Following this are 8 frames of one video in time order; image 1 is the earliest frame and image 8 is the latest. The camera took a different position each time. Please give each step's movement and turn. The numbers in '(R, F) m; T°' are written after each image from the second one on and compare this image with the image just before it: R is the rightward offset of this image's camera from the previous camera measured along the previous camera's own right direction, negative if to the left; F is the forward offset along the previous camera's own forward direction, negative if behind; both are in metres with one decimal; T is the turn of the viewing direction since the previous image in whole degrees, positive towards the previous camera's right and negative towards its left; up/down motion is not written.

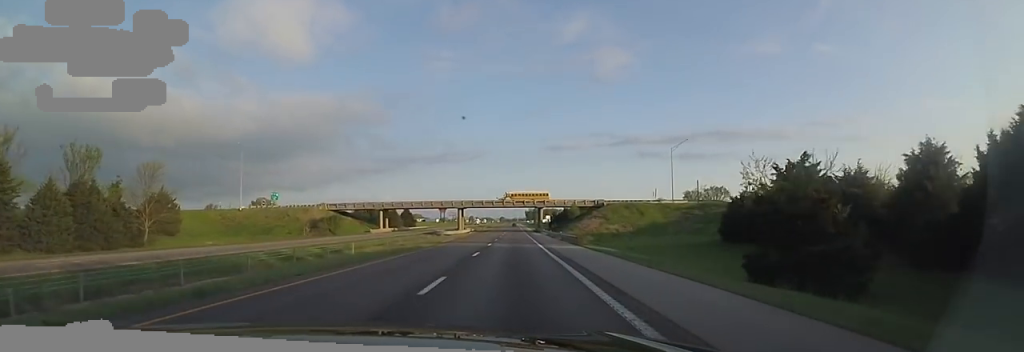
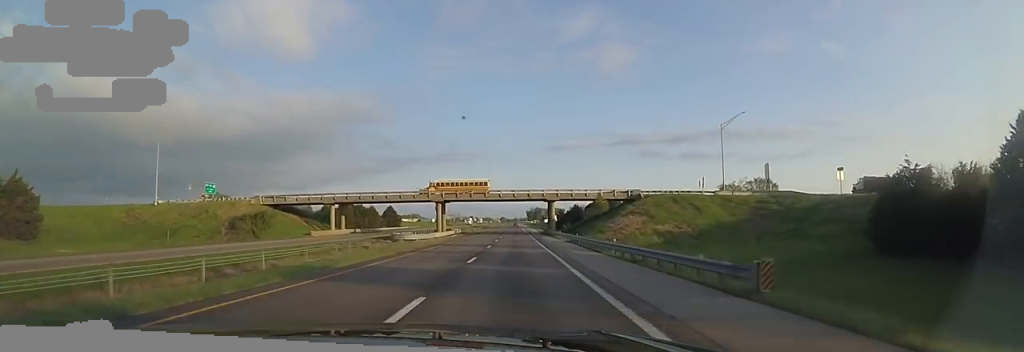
(-0.6, +27.9) m; -1°
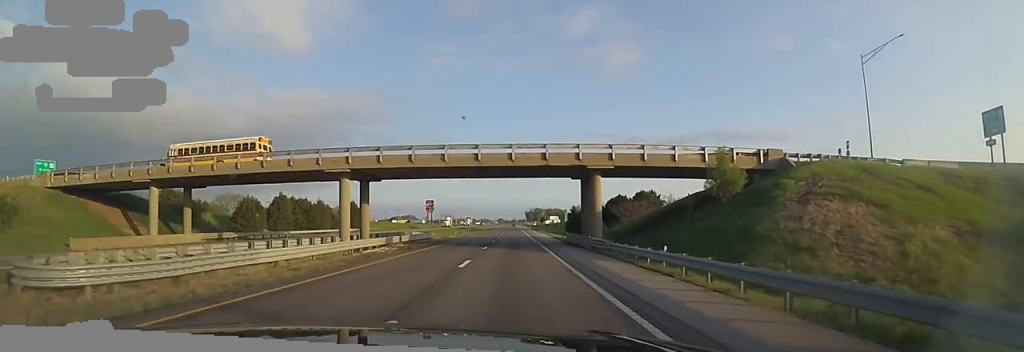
(+0.1, +38.2) m; +1°
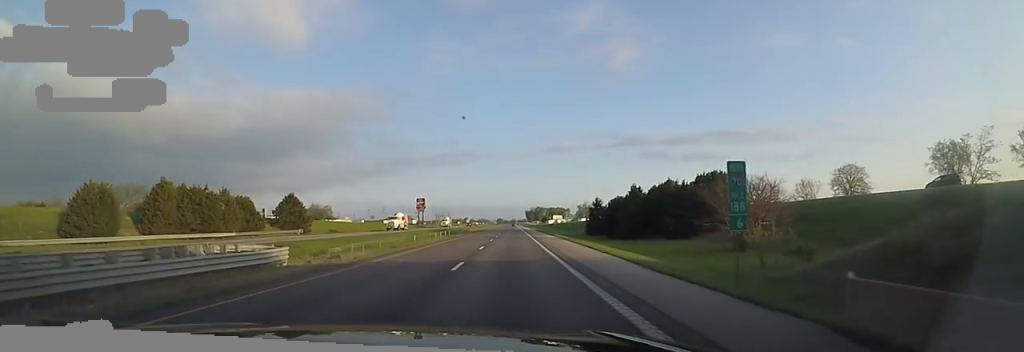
(+0.3, +37.3) m; 0°
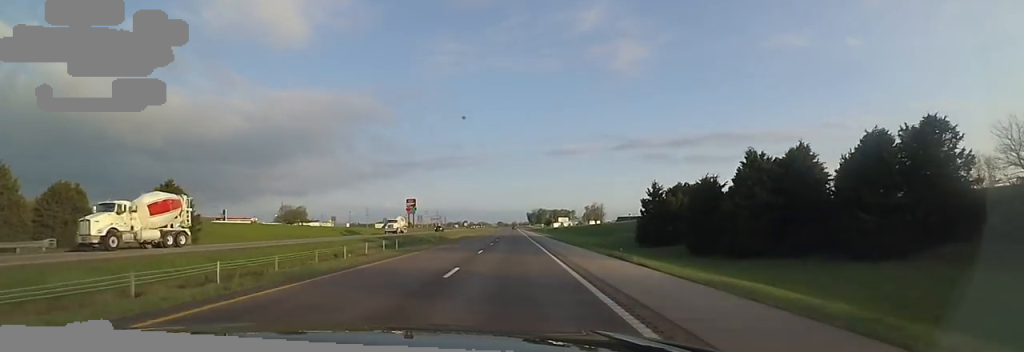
(+0.1, +36.5) m; 0°
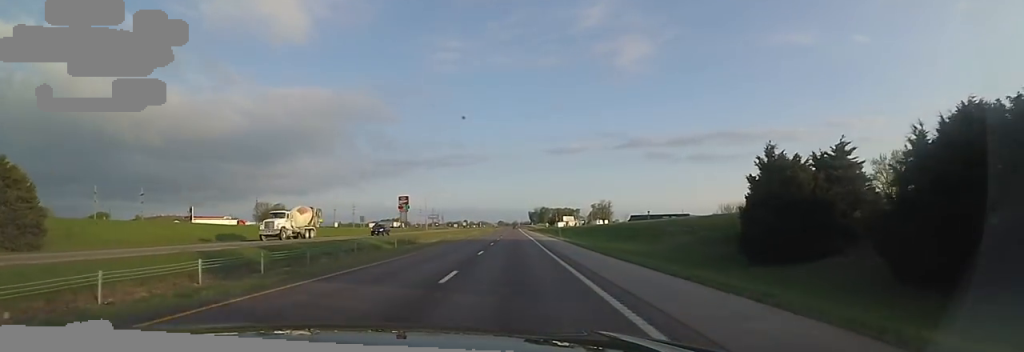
(0.0, +25.2) m; +1°
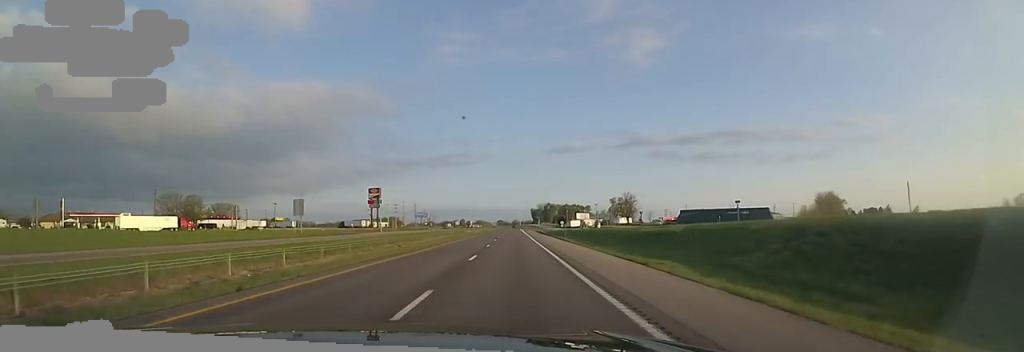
(-0.7, +66.5) m; -2°
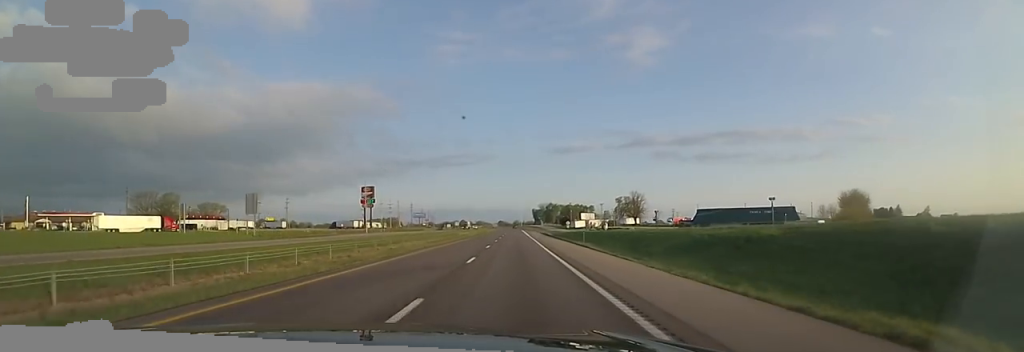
(-0.4, +13.7) m; 0°
